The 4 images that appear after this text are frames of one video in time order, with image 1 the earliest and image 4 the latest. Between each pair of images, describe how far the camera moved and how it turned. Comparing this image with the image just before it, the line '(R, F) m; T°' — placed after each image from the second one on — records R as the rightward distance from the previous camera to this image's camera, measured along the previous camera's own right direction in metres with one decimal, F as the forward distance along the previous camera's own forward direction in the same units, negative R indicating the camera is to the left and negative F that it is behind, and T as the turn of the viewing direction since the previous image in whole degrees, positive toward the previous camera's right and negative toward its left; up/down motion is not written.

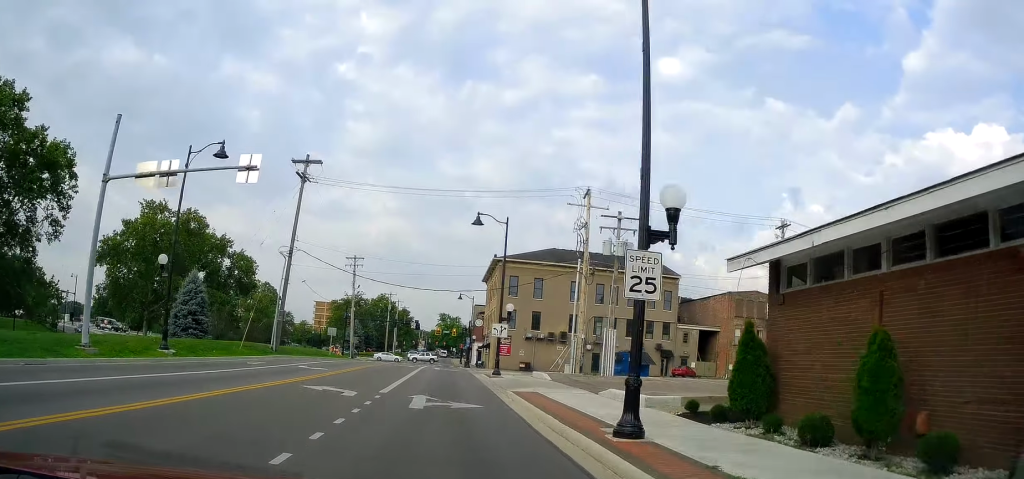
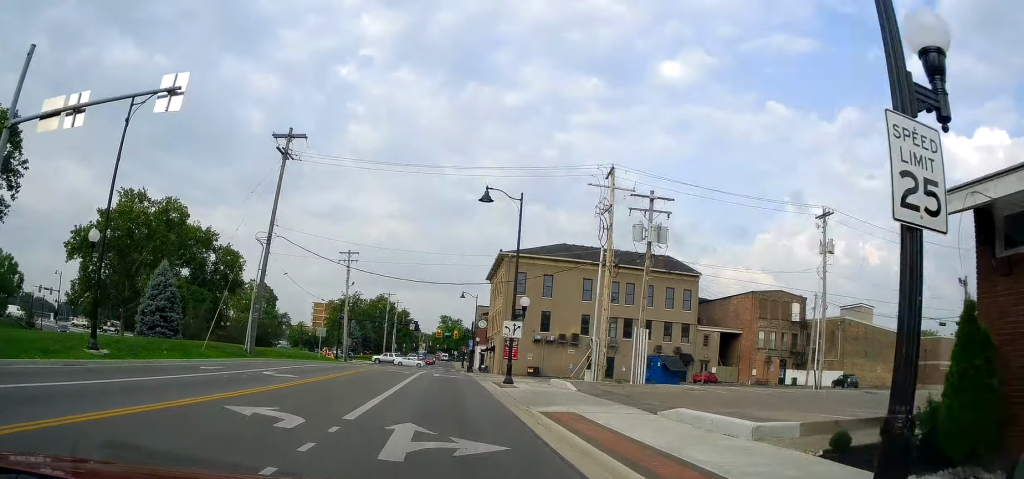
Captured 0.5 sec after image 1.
(+0.2, +6.7) m; -1°
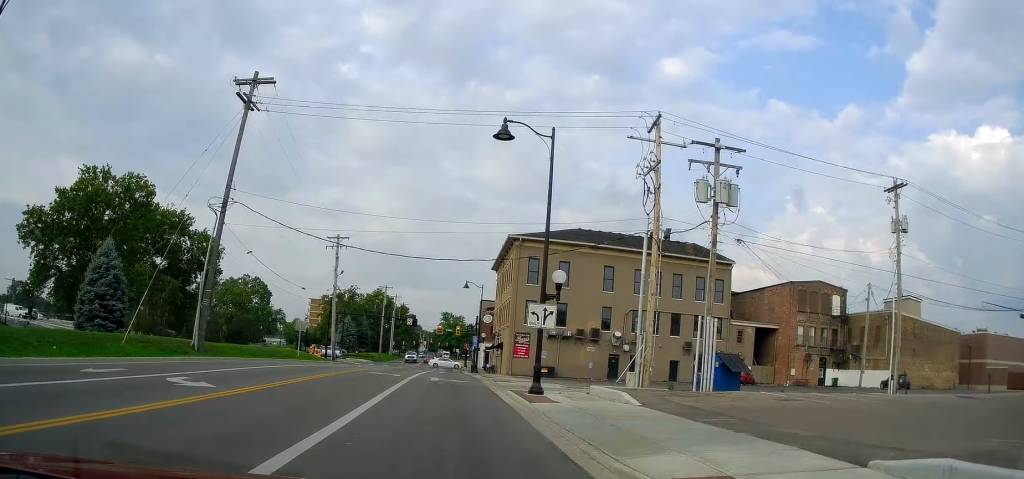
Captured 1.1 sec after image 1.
(-0.6, +9.1) m; 0°
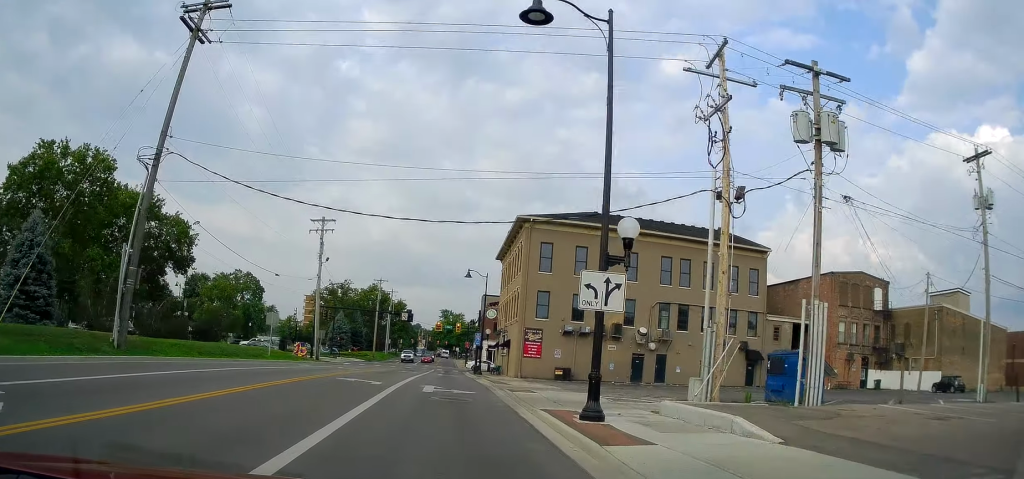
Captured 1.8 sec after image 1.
(-0.1, +8.5) m; +1°
